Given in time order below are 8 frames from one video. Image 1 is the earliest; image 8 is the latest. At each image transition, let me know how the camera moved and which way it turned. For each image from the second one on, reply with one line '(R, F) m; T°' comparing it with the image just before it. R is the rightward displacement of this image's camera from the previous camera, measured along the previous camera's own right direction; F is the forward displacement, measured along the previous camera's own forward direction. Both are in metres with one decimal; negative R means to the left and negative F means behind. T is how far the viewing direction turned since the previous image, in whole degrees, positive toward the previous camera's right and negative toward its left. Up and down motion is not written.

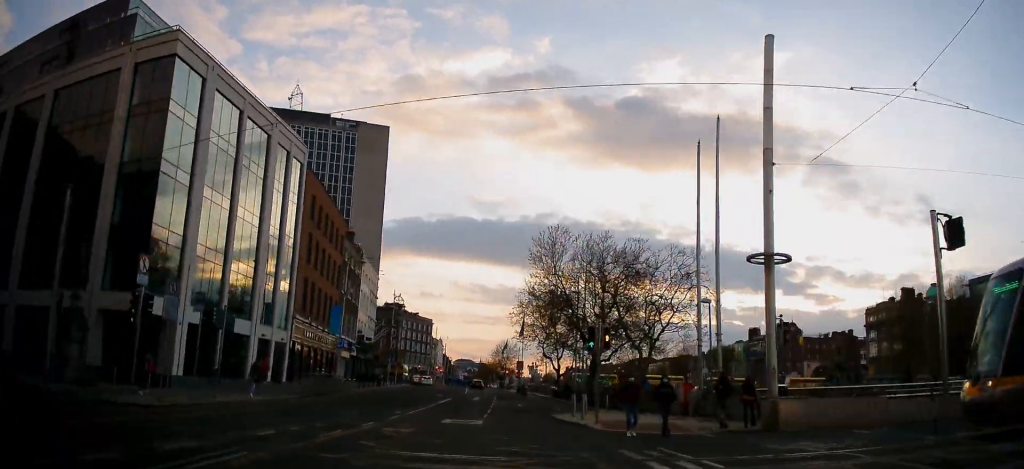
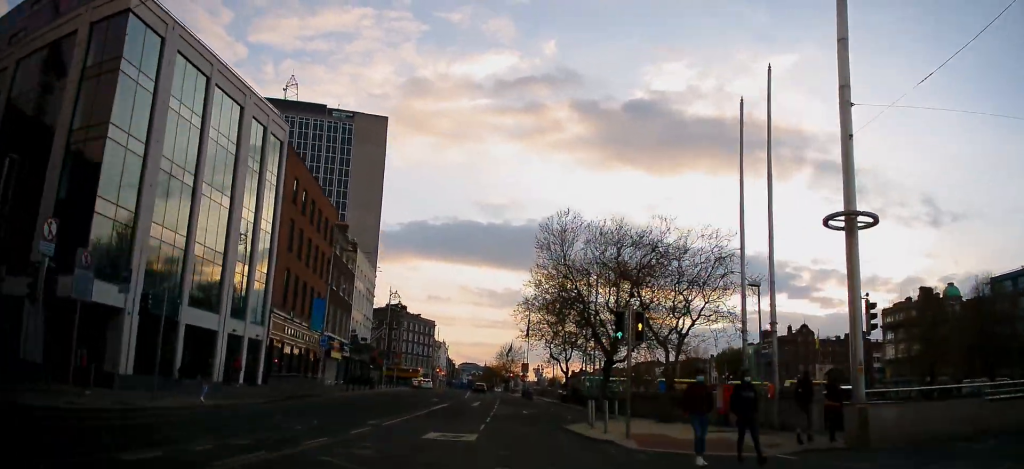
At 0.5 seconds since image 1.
(+0.1, +4.7) m; -1°
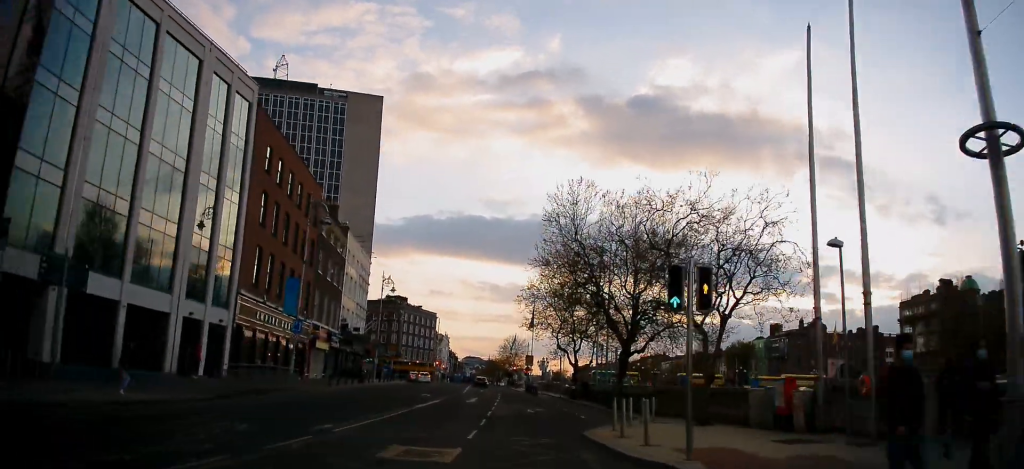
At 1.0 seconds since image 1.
(0.0, +4.9) m; -1°
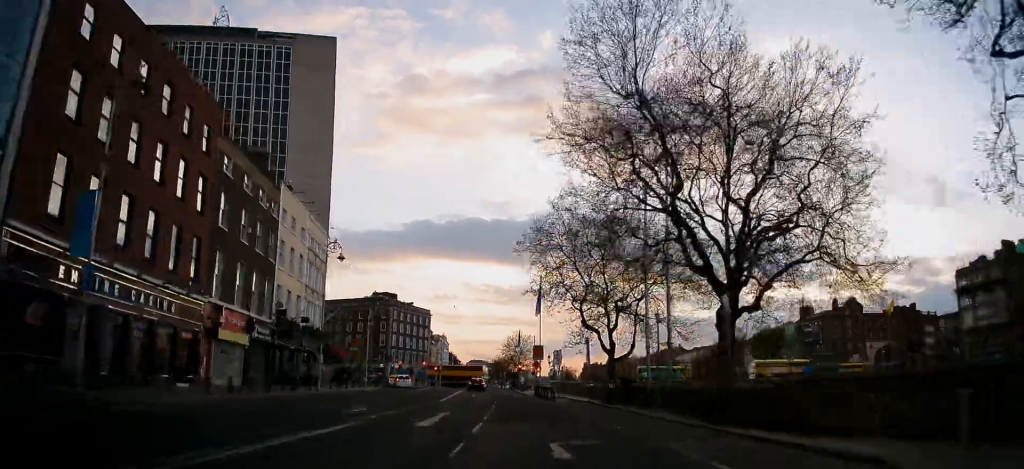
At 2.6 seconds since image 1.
(-0.2, +17.9) m; 0°
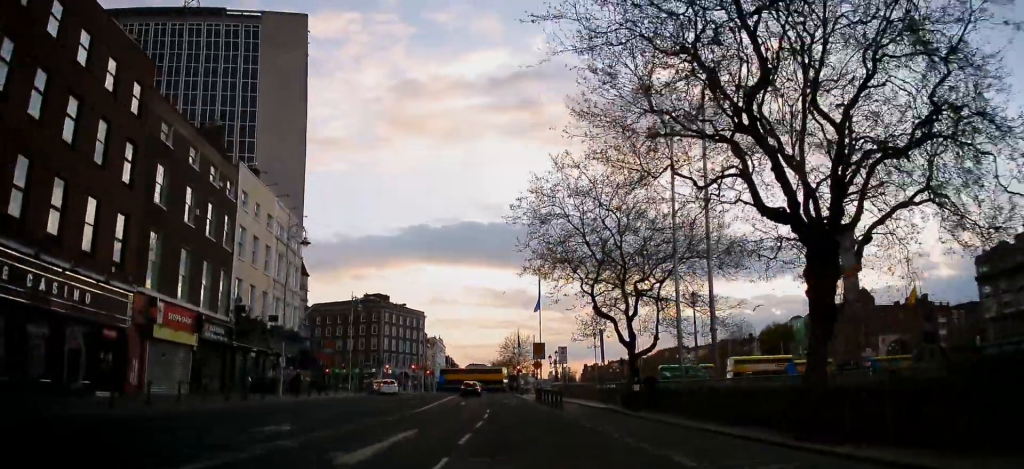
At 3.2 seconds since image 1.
(-0.1, +6.7) m; -1°
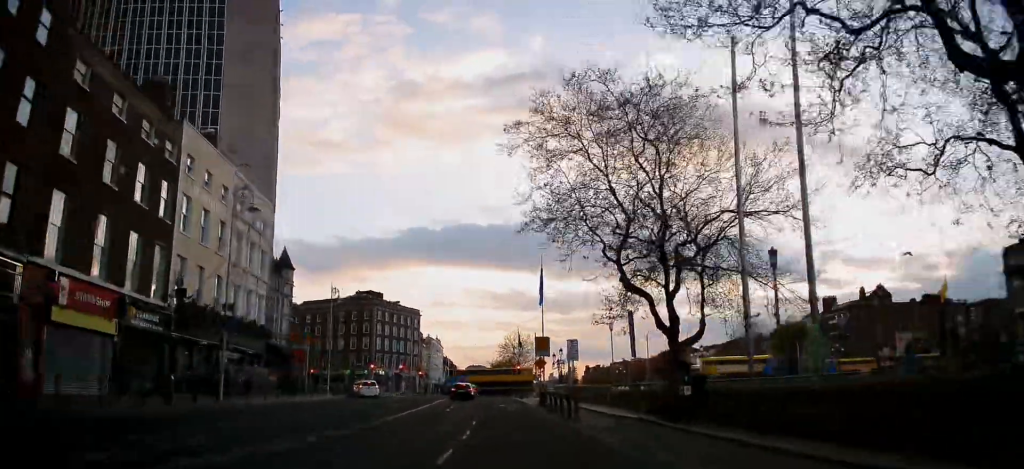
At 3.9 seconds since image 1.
(-0.1, +7.9) m; 0°
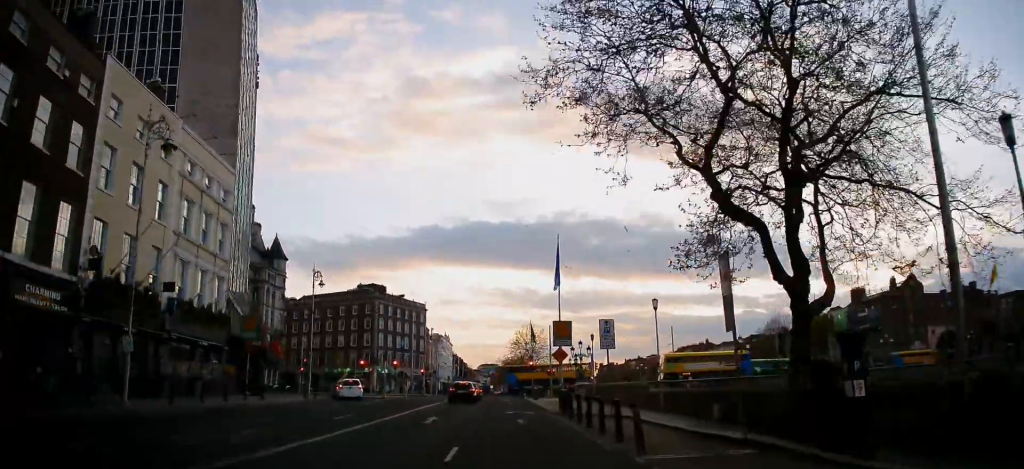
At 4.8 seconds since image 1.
(-0.1, +8.9) m; +1°
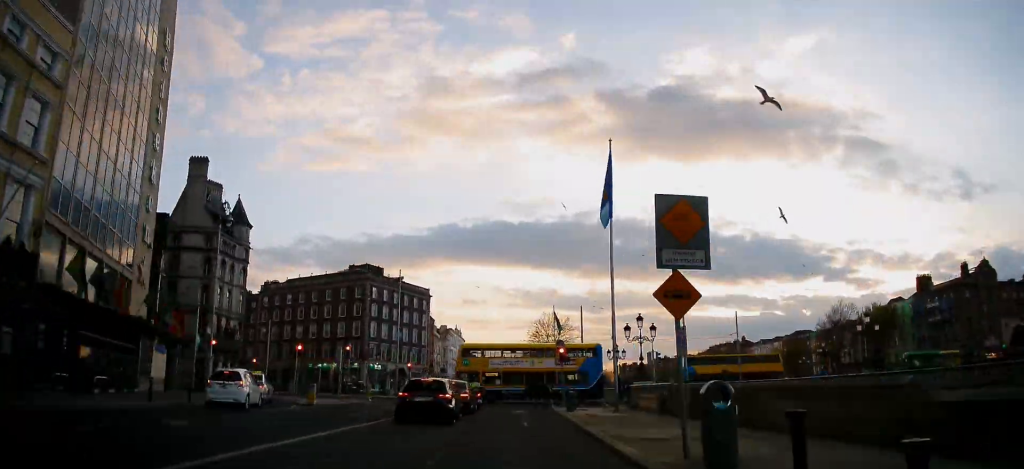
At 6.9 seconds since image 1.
(-0.6, +20.5) m; -5°
